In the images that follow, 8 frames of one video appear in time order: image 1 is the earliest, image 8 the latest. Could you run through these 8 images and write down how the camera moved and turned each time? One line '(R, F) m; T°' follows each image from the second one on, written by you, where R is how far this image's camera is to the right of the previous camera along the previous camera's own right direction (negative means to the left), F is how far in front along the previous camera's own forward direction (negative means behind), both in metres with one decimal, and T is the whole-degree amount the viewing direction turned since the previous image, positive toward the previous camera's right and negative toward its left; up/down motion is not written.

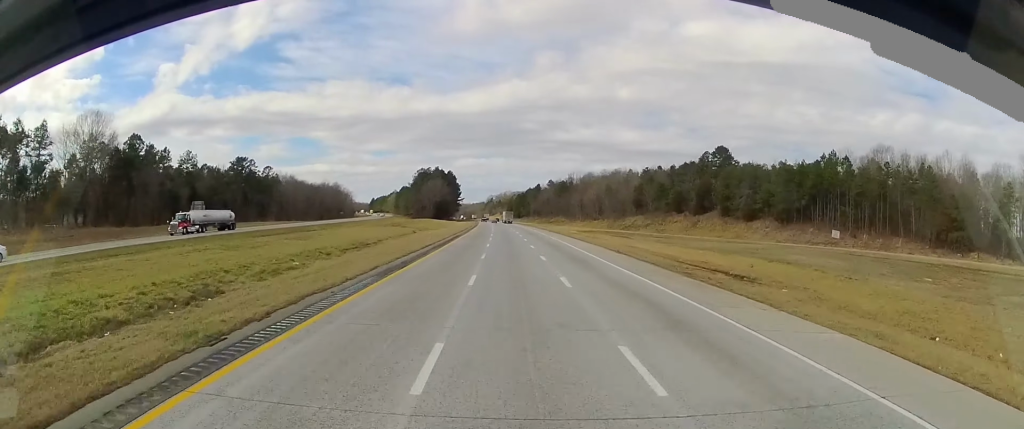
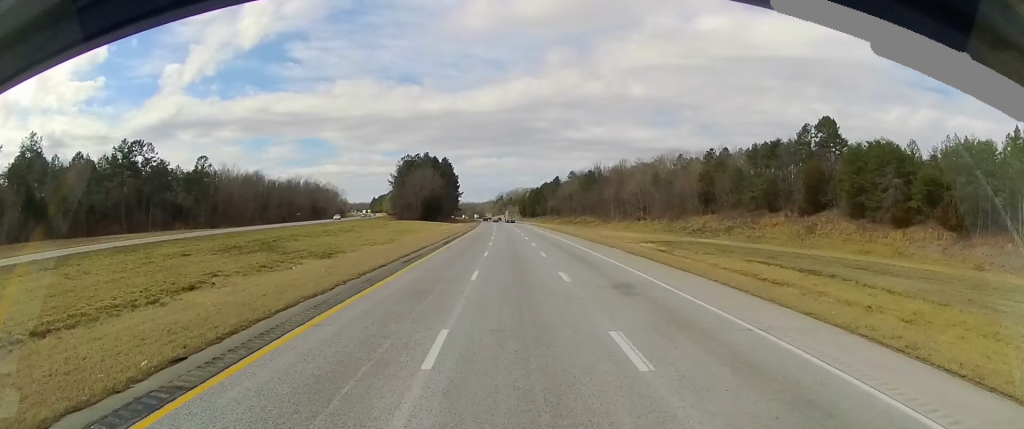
(-1.4, +59.1) m; -1°
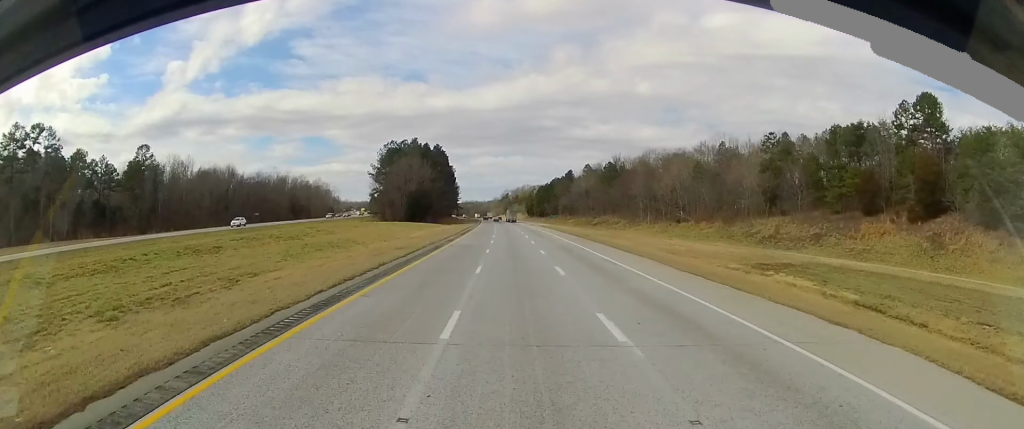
(+0.4, +35.3) m; 0°
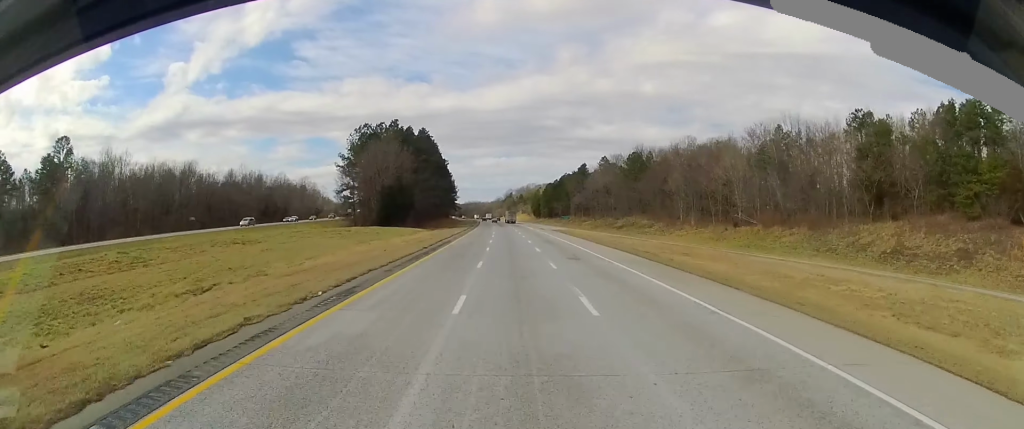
(-0.6, +33.3) m; -2°
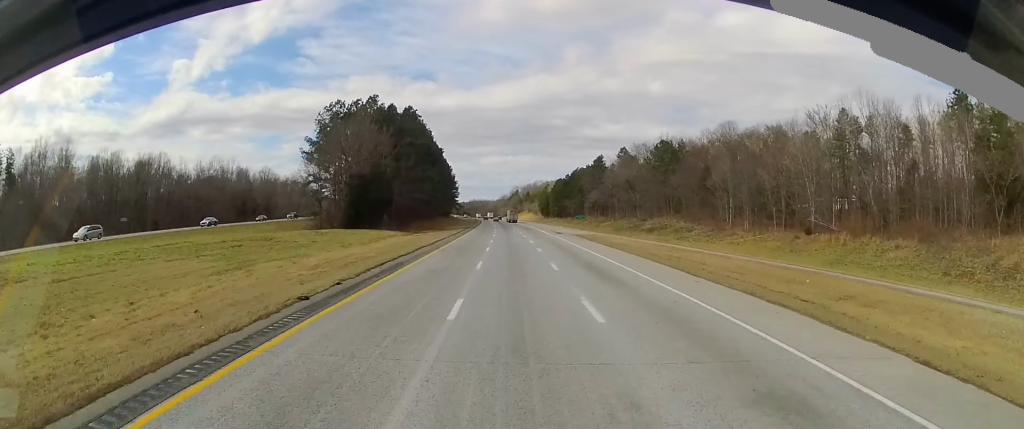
(-0.2, +25.0) m; 0°
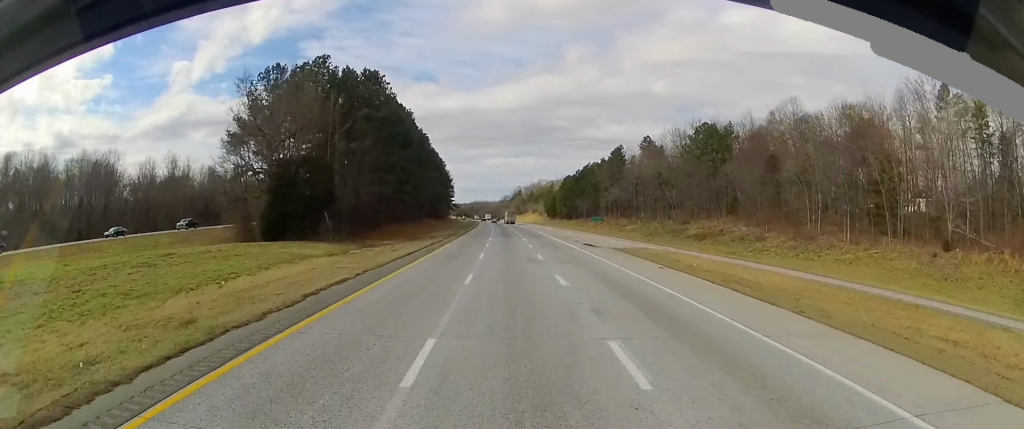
(0.0, +29.2) m; 0°
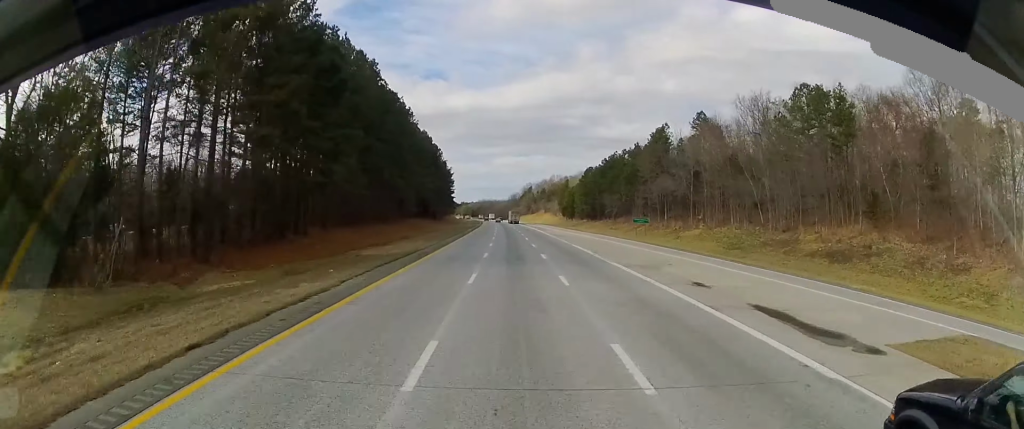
(0.0, +36.4) m; 0°
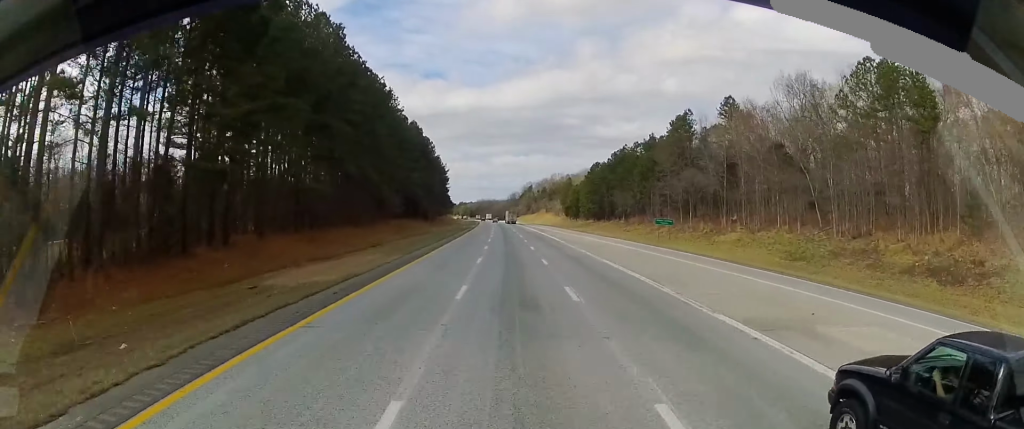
(0.0, +15.6) m; 0°
